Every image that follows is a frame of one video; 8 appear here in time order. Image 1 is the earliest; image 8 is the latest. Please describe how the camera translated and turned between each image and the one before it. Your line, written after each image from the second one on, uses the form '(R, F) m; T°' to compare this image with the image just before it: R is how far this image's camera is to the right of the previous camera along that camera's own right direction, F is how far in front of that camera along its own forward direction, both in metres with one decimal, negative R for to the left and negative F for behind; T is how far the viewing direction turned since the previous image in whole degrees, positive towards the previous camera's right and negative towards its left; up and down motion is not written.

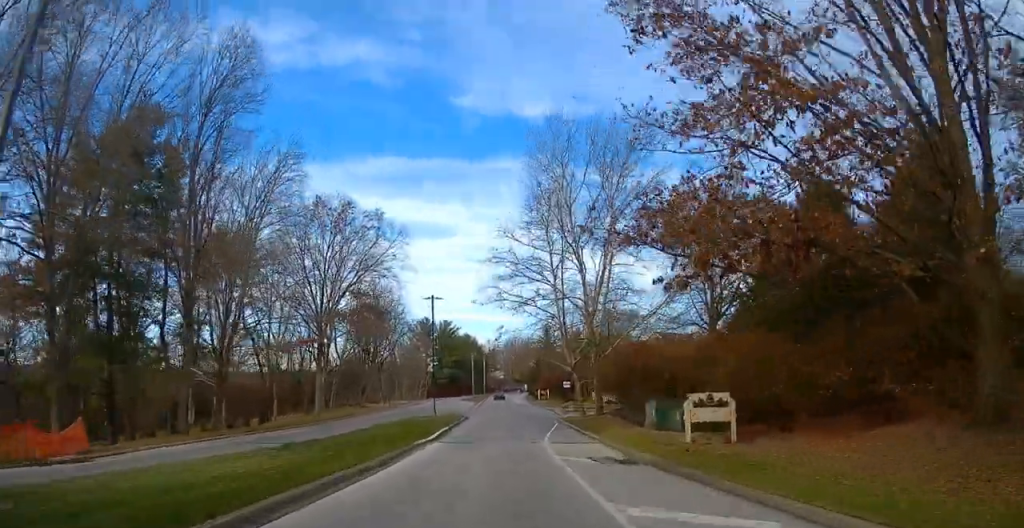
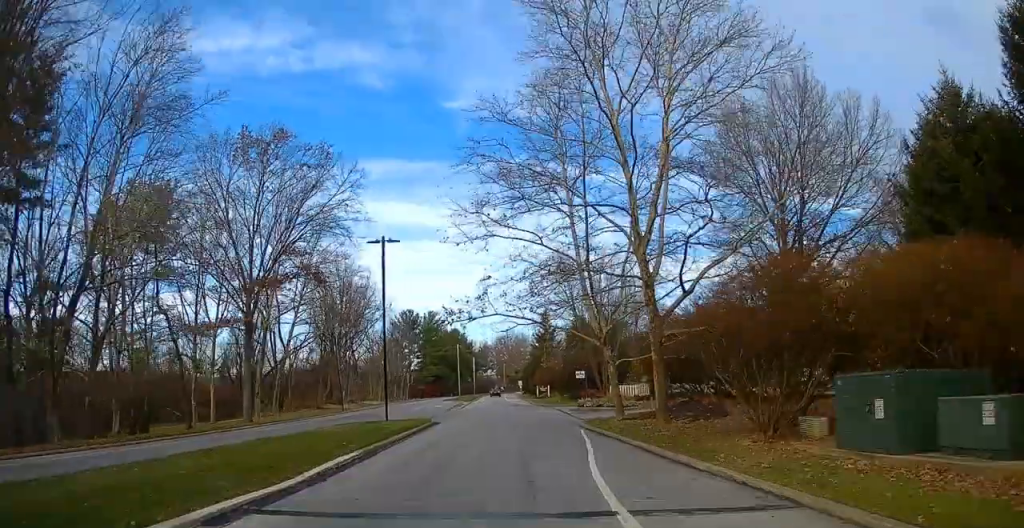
(+0.6, +17.1) m; +2°
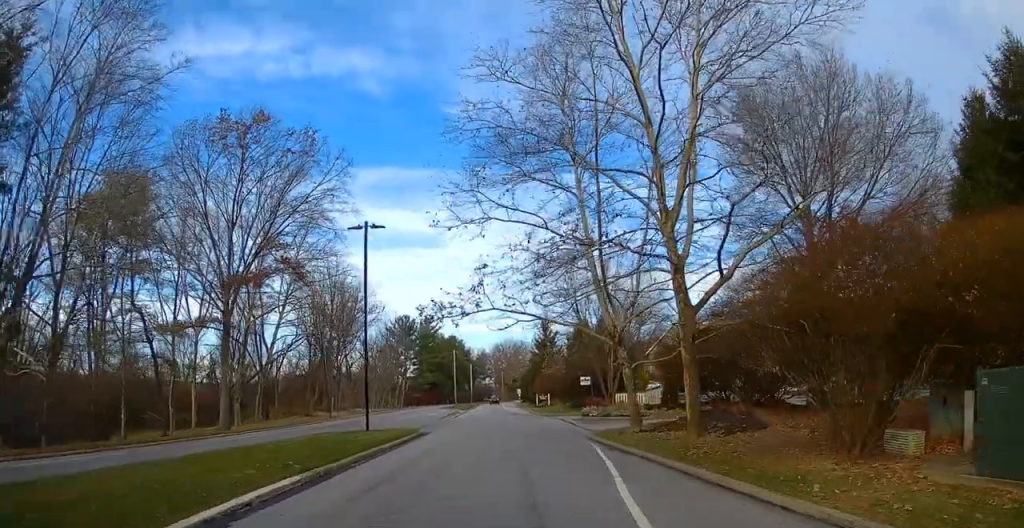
(-0.2, +4.1) m; 0°
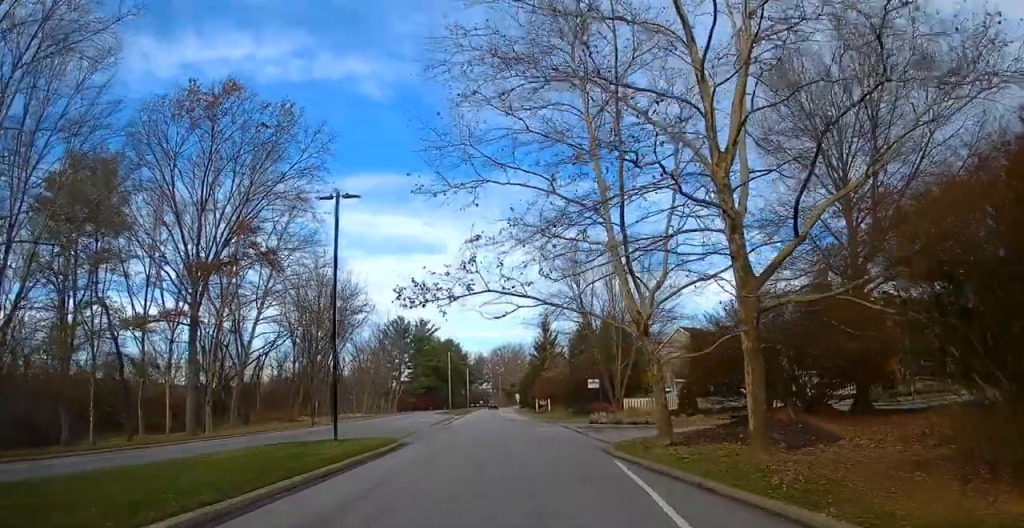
(+0.2, +5.0) m; +2°
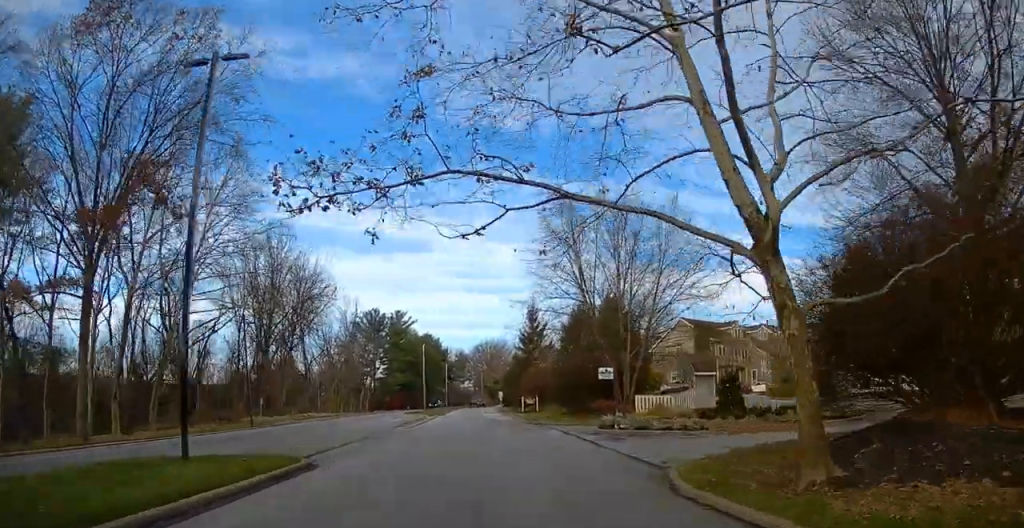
(+0.3, +10.9) m; +1°
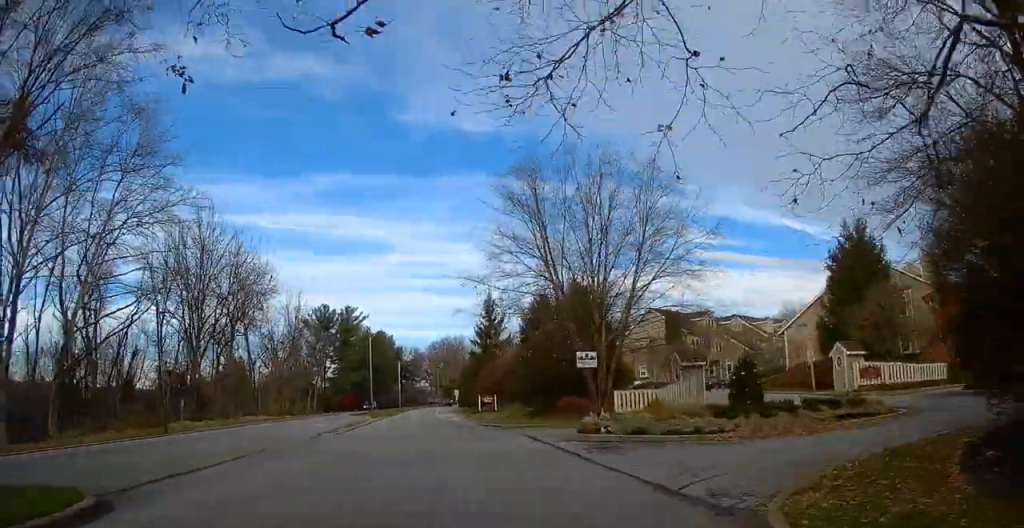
(0.0, +7.2) m; +3°
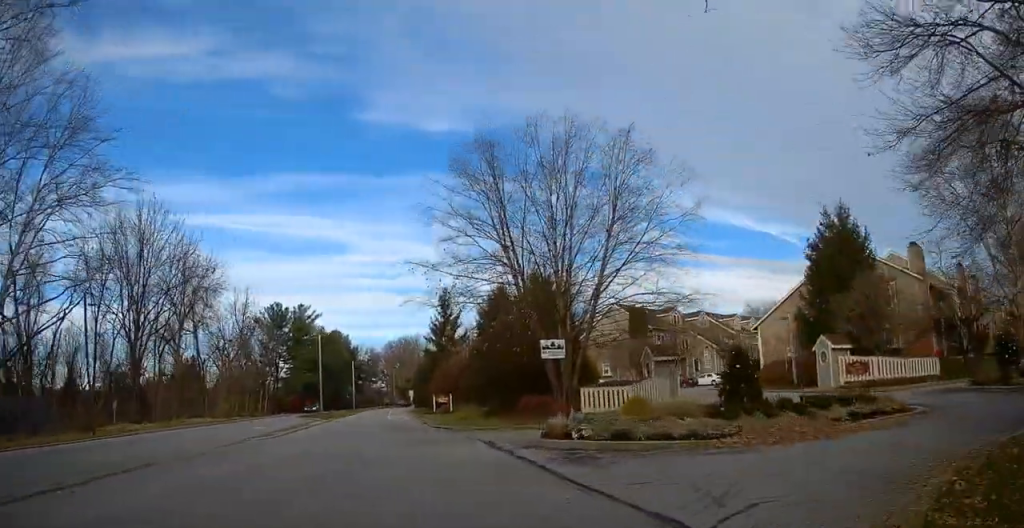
(+0.2, +3.5) m; +3°
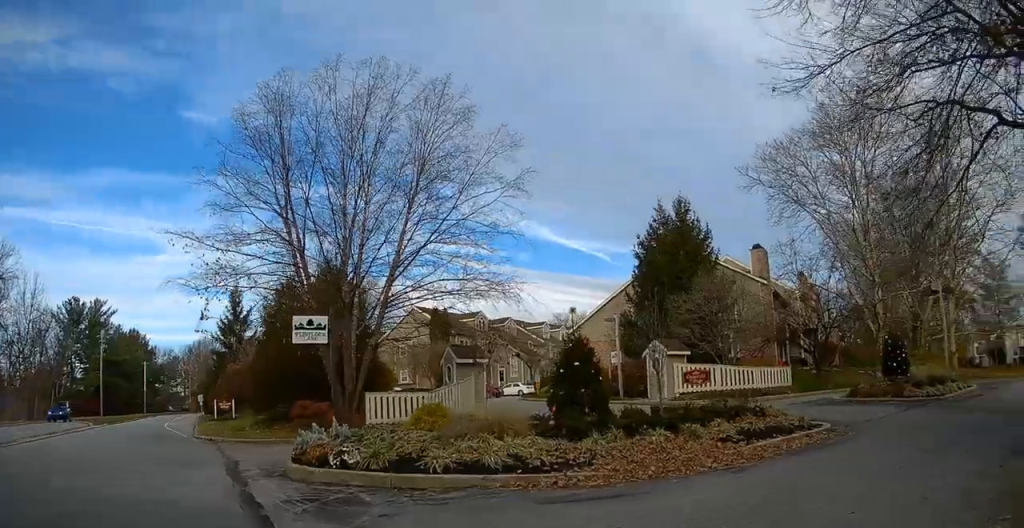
(+0.4, +6.7) m; +15°
